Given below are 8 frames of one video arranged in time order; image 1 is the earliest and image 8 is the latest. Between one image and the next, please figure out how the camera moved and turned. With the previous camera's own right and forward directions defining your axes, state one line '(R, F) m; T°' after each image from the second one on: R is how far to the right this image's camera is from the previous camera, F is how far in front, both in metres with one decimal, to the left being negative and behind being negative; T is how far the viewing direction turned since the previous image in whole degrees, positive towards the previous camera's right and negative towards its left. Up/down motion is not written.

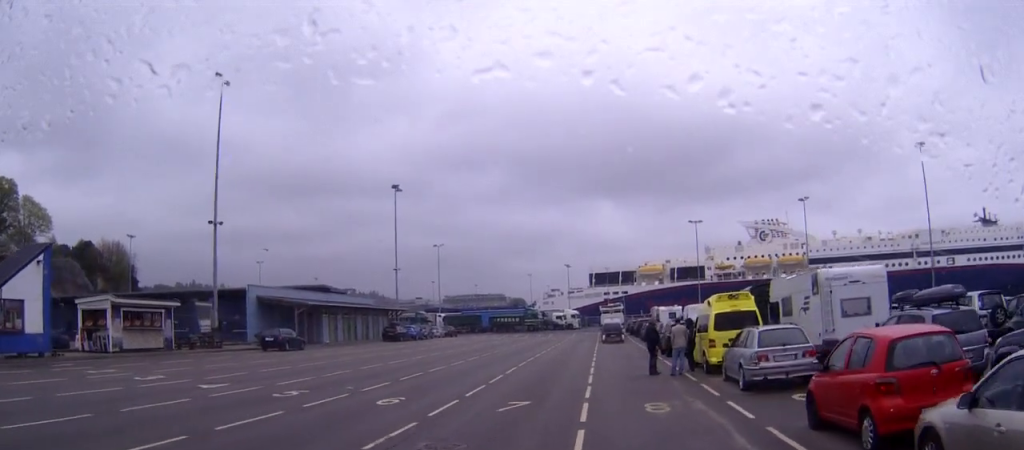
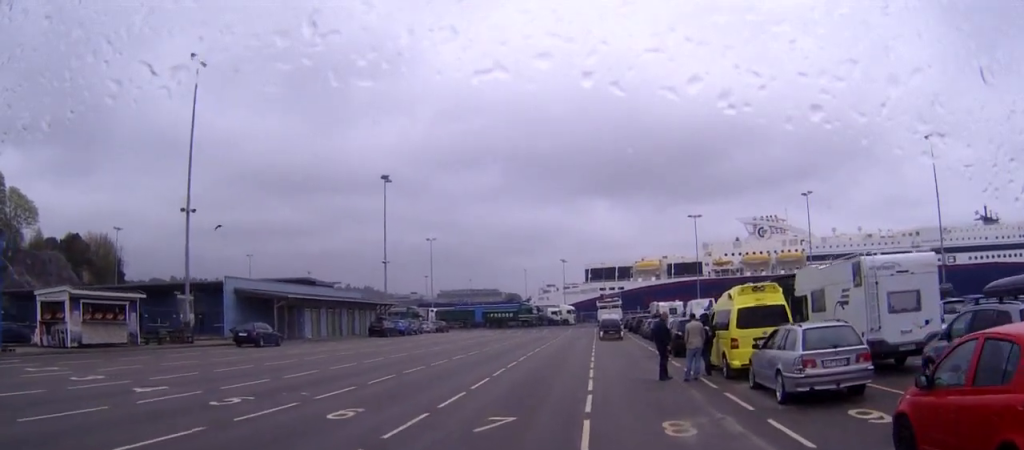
(0.0, +4.1) m; 0°
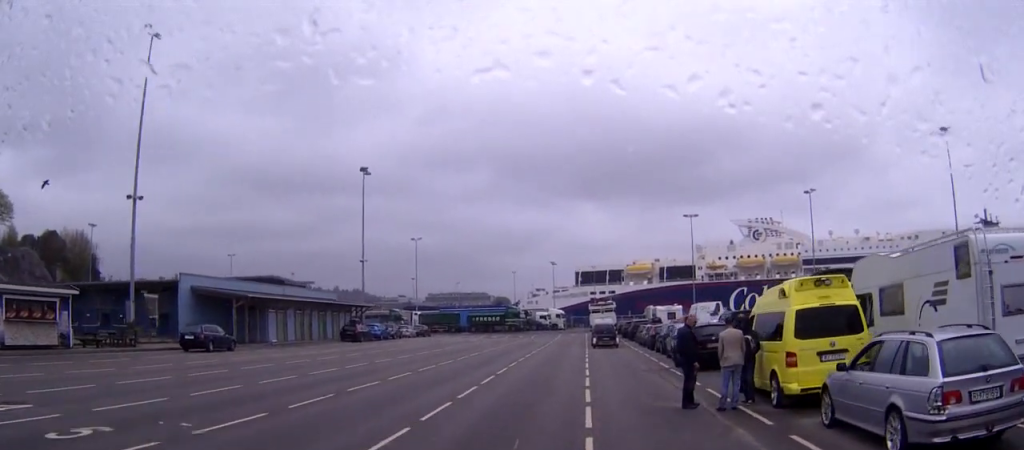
(+0.1, +6.7) m; 0°
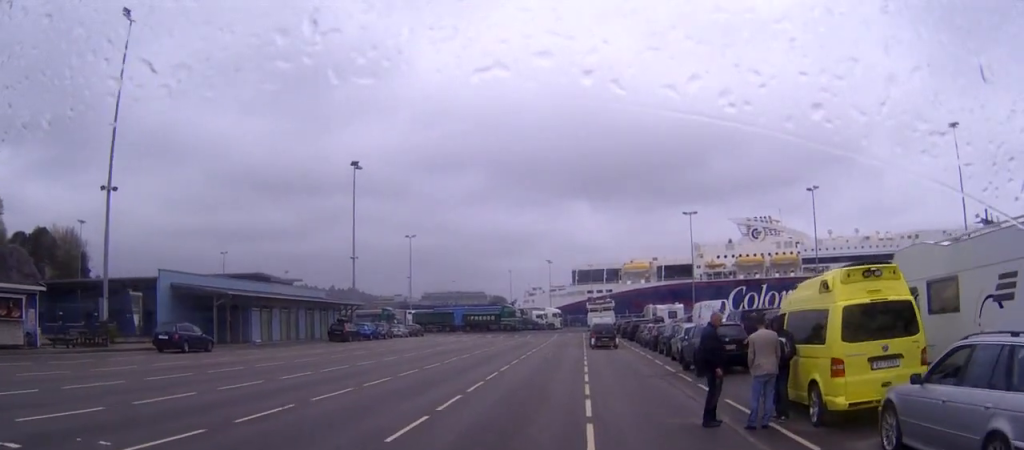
(-0.1, +2.9) m; 0°
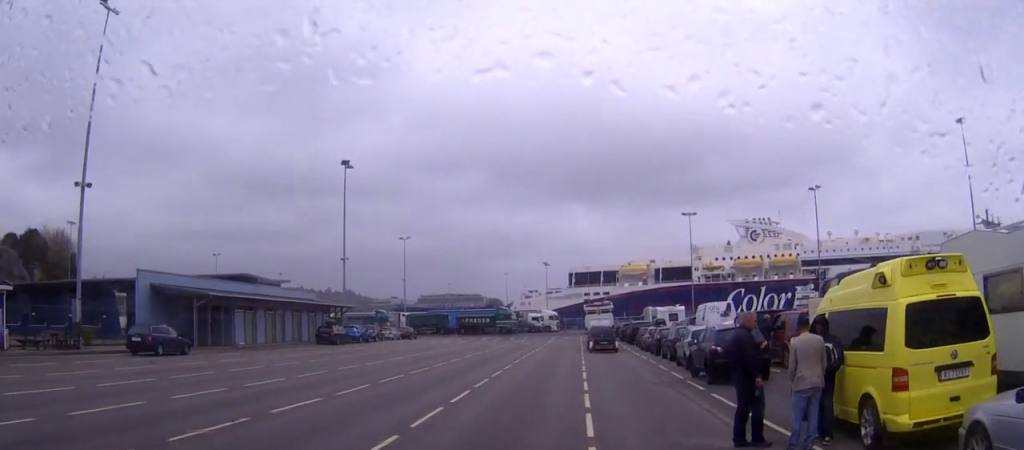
(0.0, +2.6) m; +1°
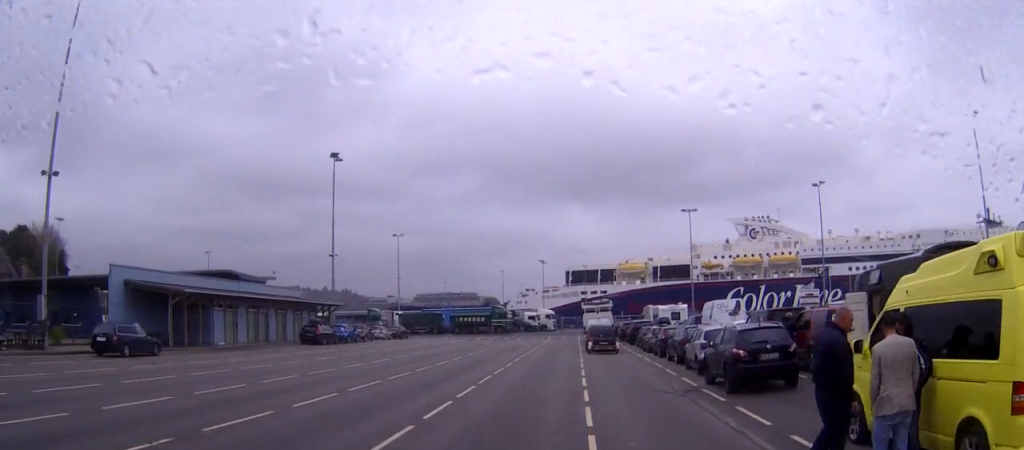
(0.0, +3.1) m; +1°
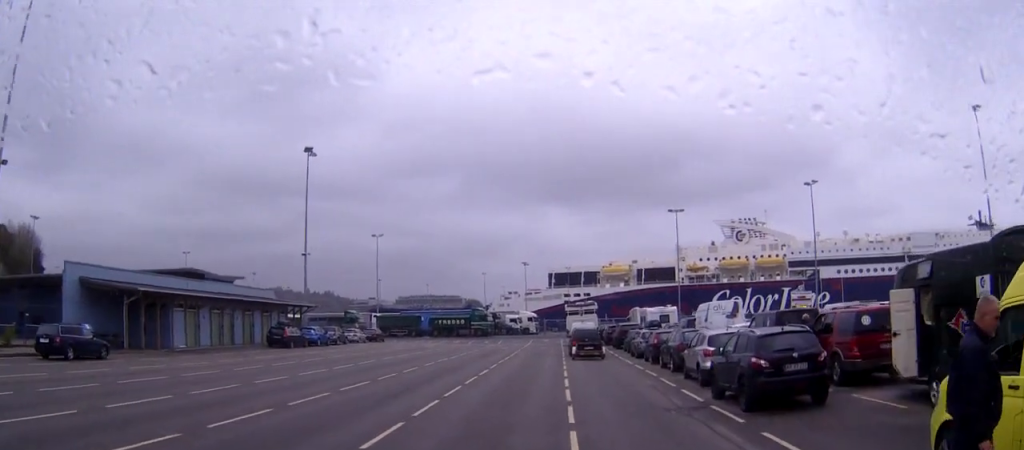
(+0.1, +3.6) m; +1°
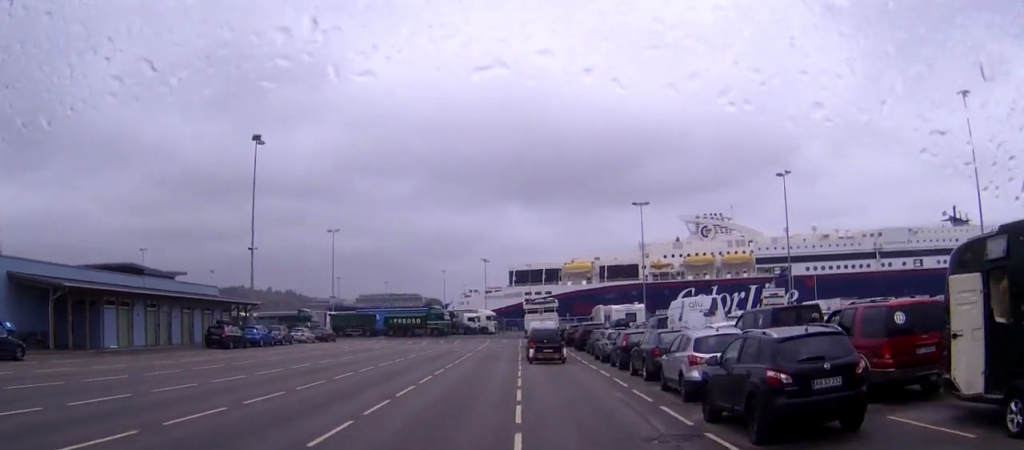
(0.0, +4.3) m; +3°
